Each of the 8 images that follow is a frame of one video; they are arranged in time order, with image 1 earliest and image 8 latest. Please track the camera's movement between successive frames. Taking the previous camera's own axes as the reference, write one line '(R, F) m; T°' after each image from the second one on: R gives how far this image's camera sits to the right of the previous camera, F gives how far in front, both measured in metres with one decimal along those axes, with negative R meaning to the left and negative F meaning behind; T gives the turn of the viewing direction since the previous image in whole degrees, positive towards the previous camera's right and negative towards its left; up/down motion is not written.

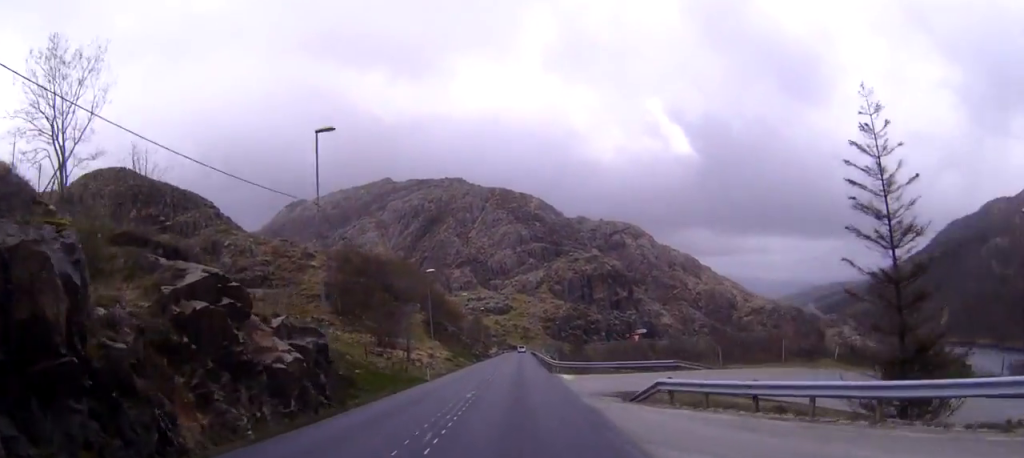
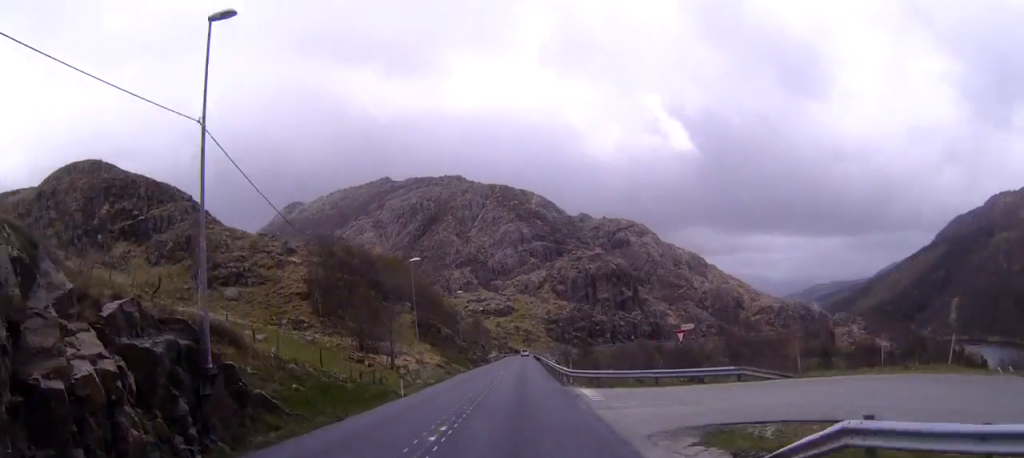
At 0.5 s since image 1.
(-0.4, +11.7) m; -1°
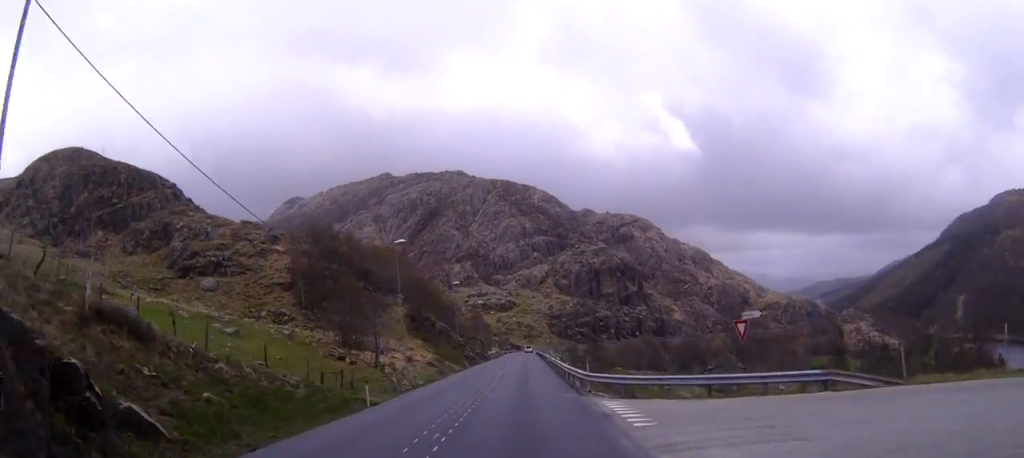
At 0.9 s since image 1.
(-0.4, +8.8) m; 0°
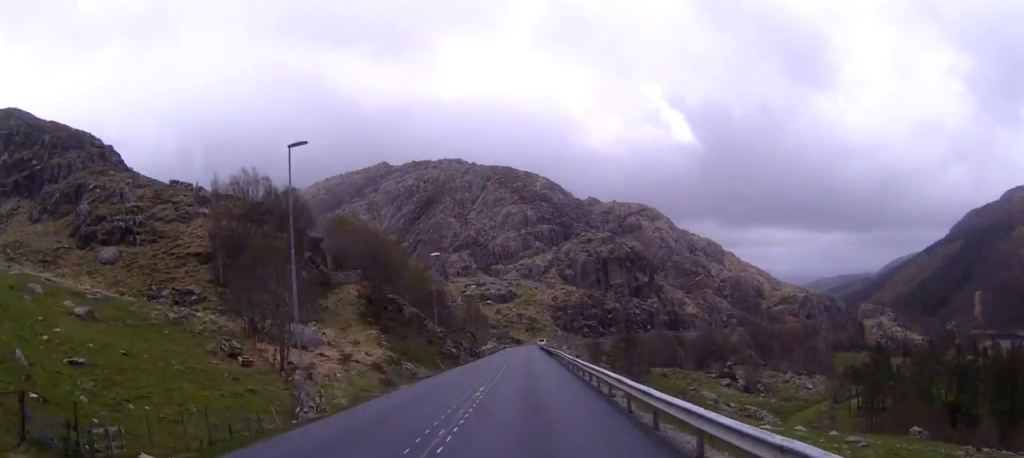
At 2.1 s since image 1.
(+0.5, +26.3) m; +3°
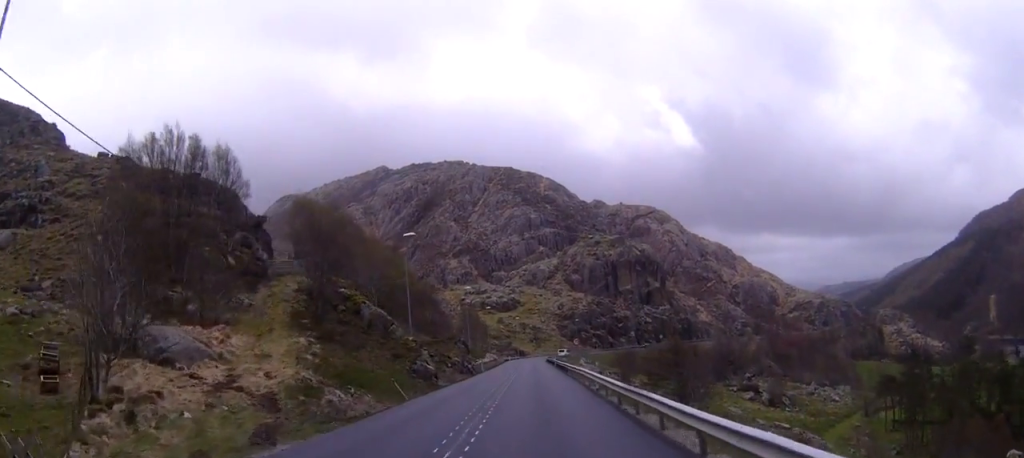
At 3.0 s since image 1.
(+0.4, +19.0) m; +1°
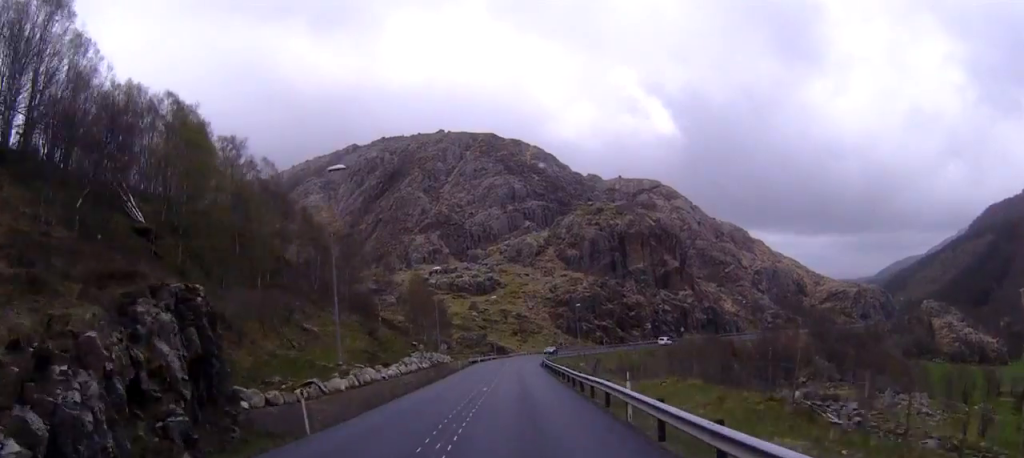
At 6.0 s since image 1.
(-0.1, +64.5) m; -1°
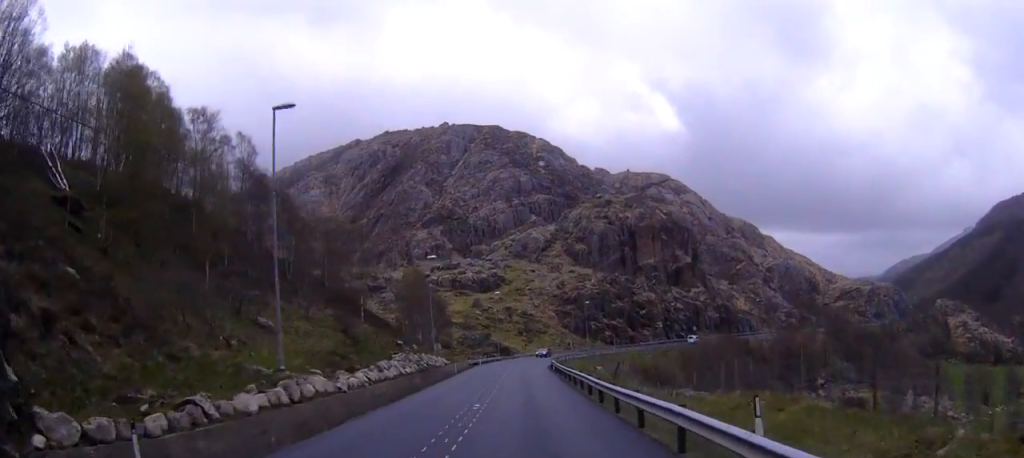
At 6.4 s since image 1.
(-0.1, +9.3) m; 0°
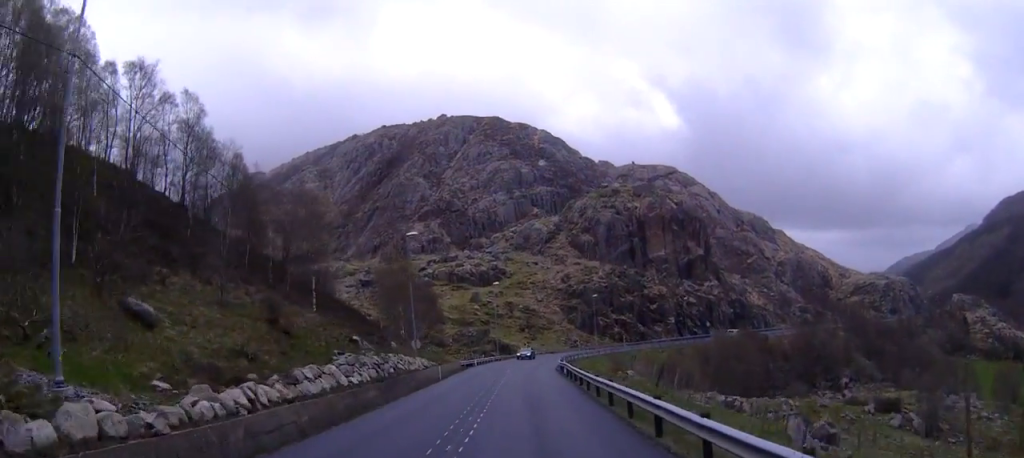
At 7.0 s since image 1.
(-0.3, +13.6) m; -1°
